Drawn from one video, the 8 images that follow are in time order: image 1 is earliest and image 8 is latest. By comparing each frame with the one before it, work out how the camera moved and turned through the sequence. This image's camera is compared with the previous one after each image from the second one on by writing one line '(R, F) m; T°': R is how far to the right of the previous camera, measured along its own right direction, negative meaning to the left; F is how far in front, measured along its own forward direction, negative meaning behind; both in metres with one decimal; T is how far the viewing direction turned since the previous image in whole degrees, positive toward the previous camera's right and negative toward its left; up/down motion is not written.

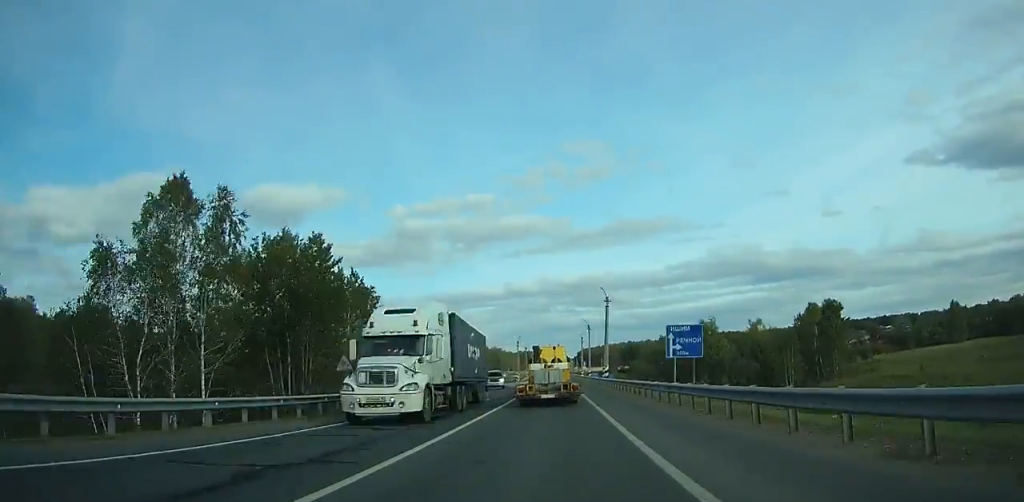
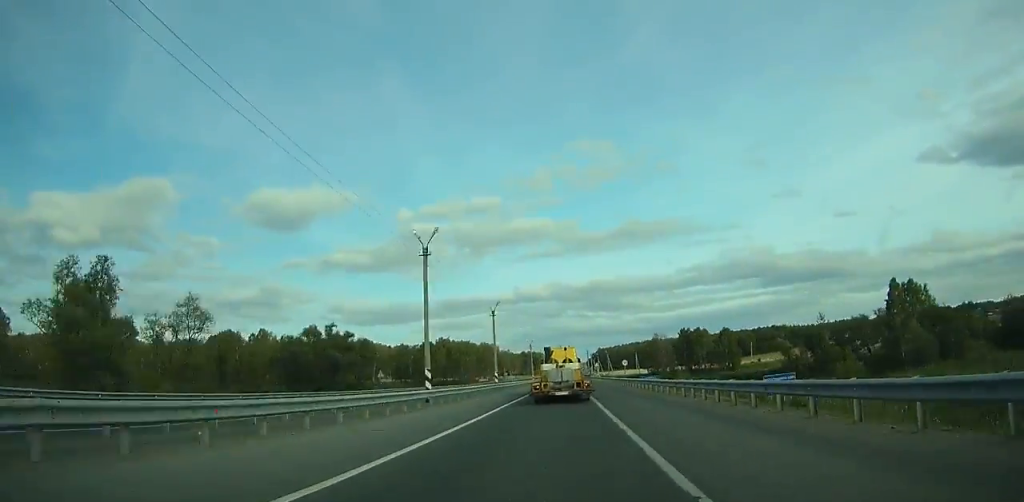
(-0.4, +118.5) m; -1°
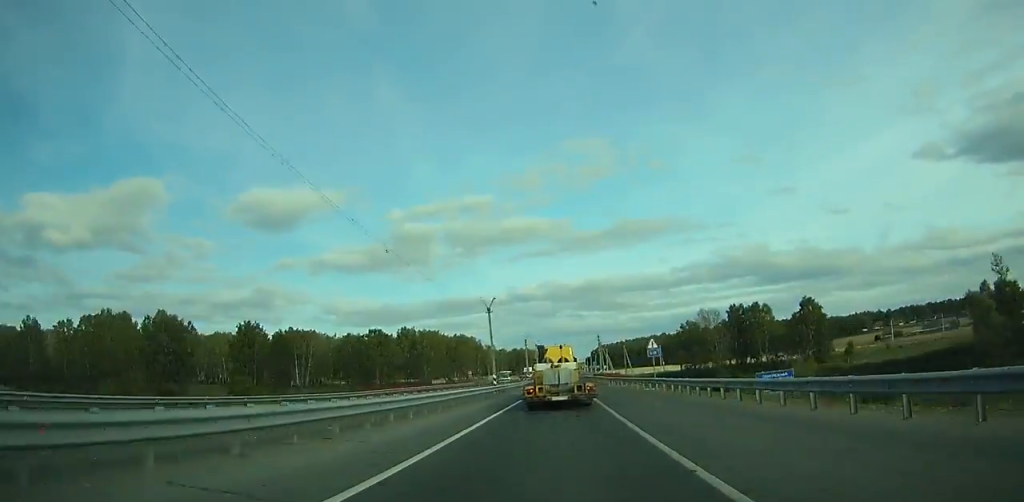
(-0.2, +60.8) m; 0°
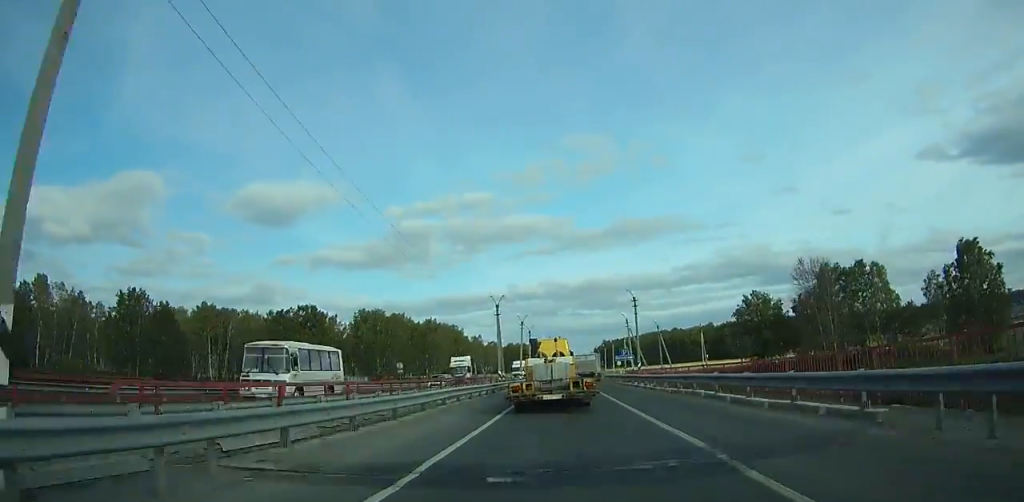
(0.0, +52.0) m; 0°
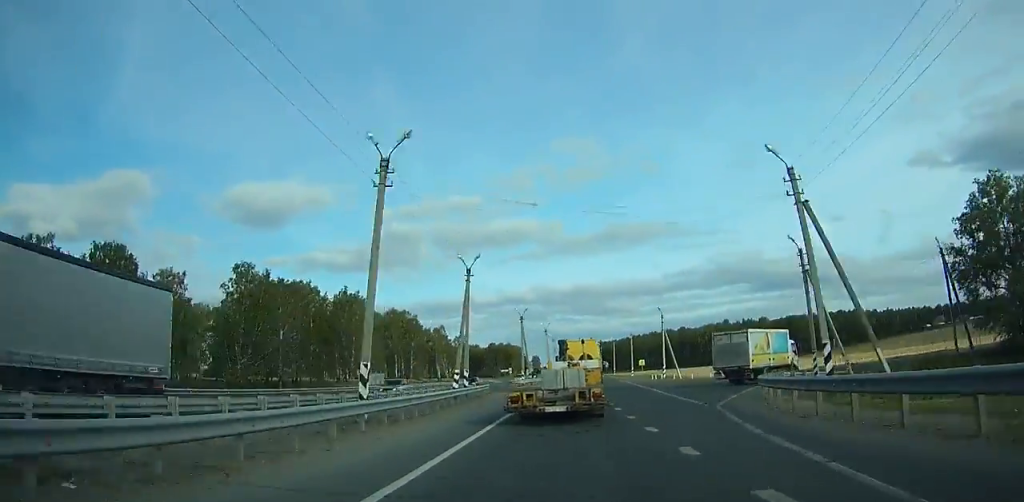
(+0.3, +67.0) m; +1°
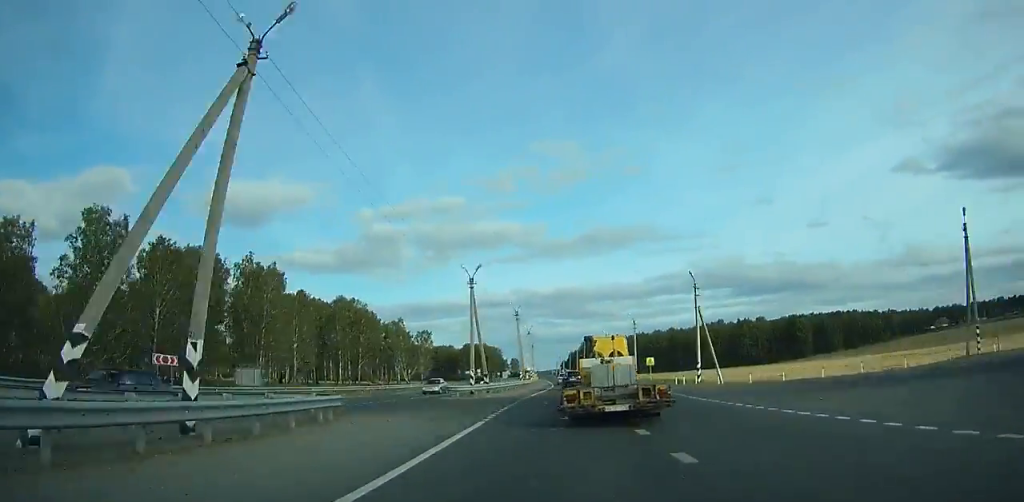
(-0.1, +29.0) m; +1°
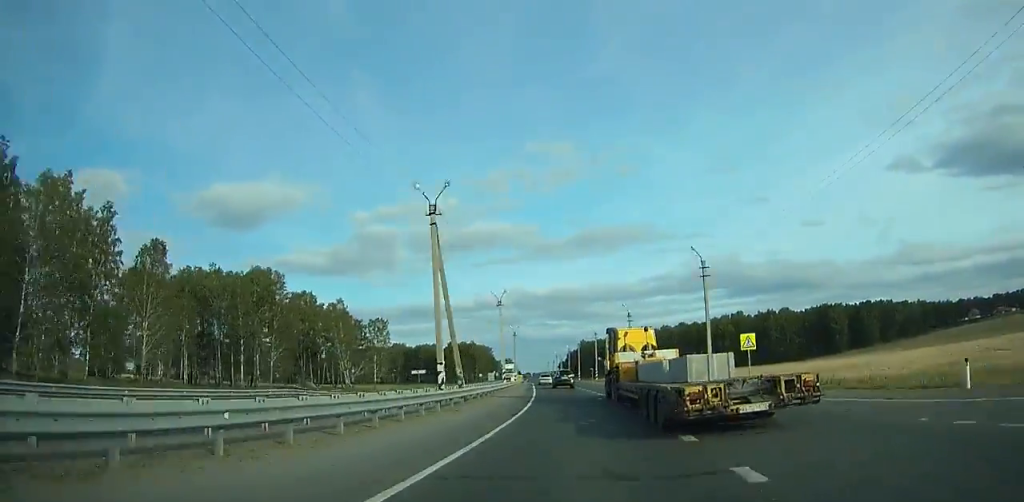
(+0.7, +41.4) m; 0°
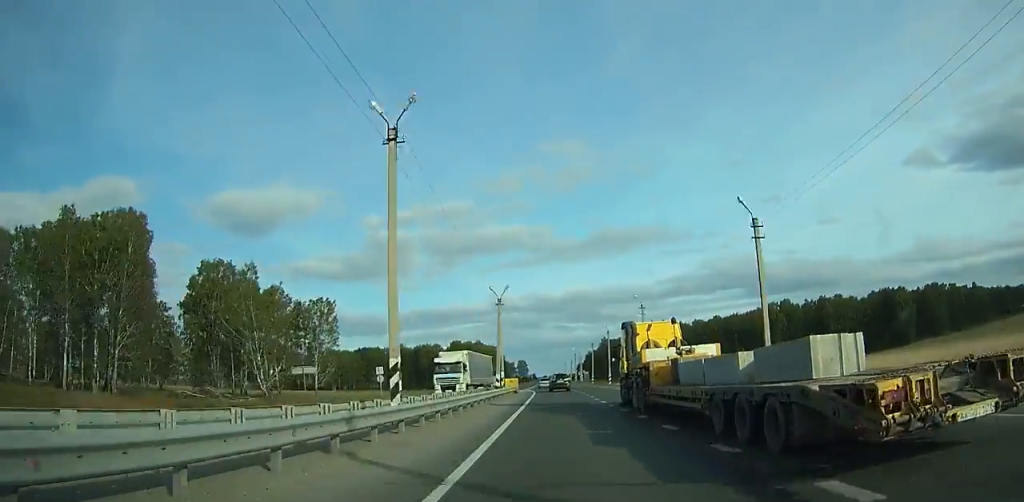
(+0.1, +41.1) m; +1°
